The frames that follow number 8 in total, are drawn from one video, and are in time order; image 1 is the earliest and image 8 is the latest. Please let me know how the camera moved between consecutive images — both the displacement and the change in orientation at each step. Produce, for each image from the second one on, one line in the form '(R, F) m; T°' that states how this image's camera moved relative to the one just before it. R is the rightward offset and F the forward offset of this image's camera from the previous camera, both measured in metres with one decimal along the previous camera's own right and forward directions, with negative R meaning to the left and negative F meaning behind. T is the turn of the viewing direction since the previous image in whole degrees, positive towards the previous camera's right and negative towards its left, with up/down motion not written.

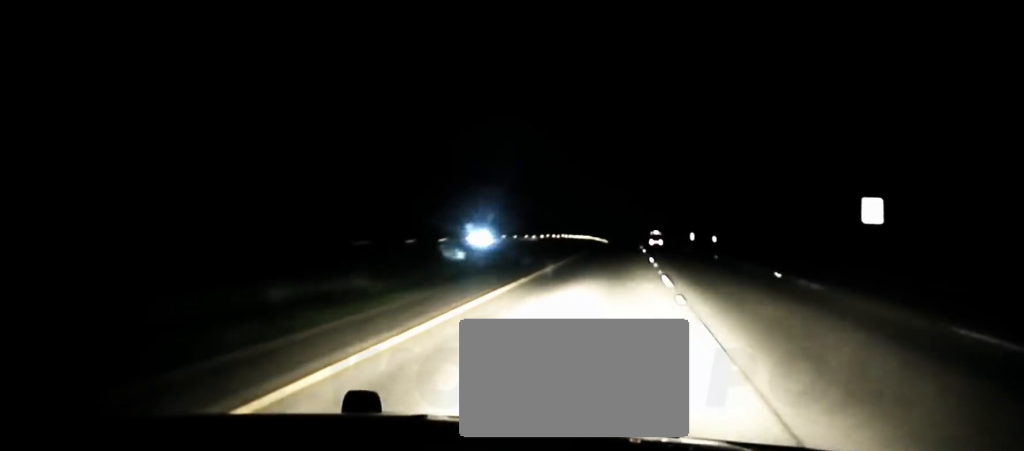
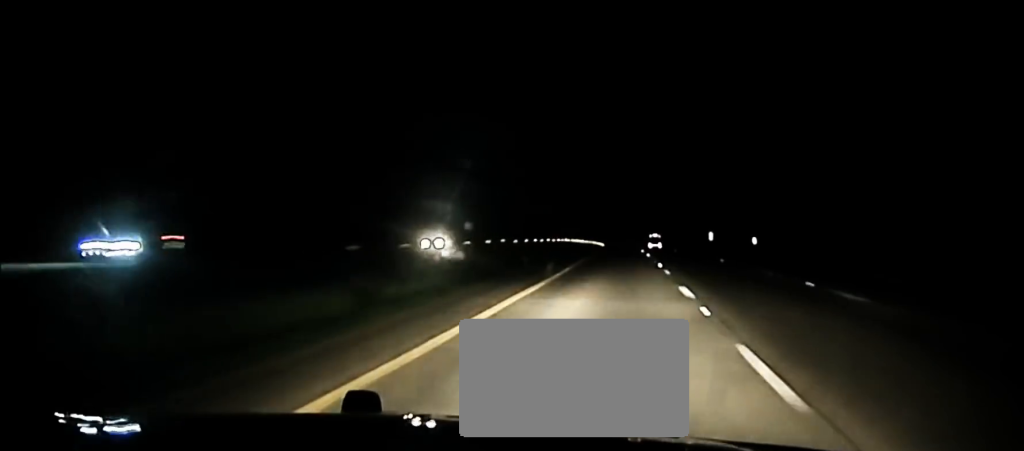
(+0.3, +47.2) m; +1°
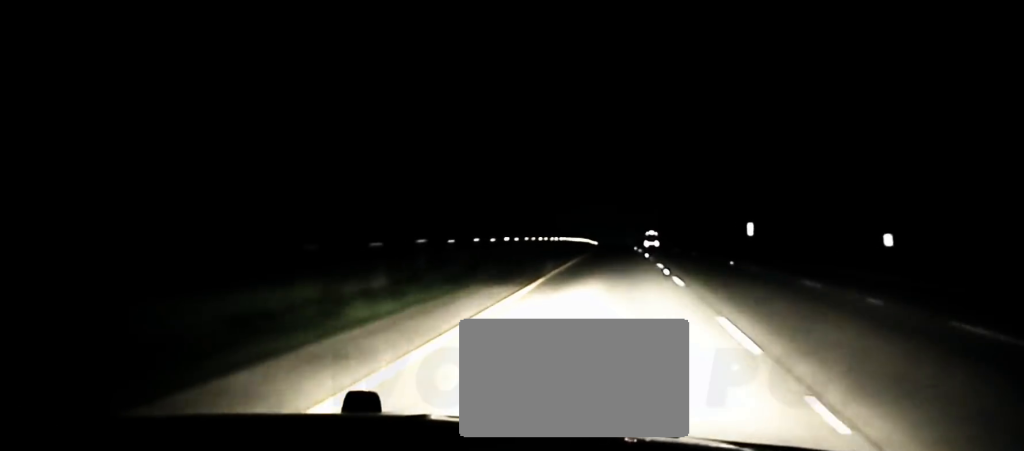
(+0.1, +50.7) m; 0°
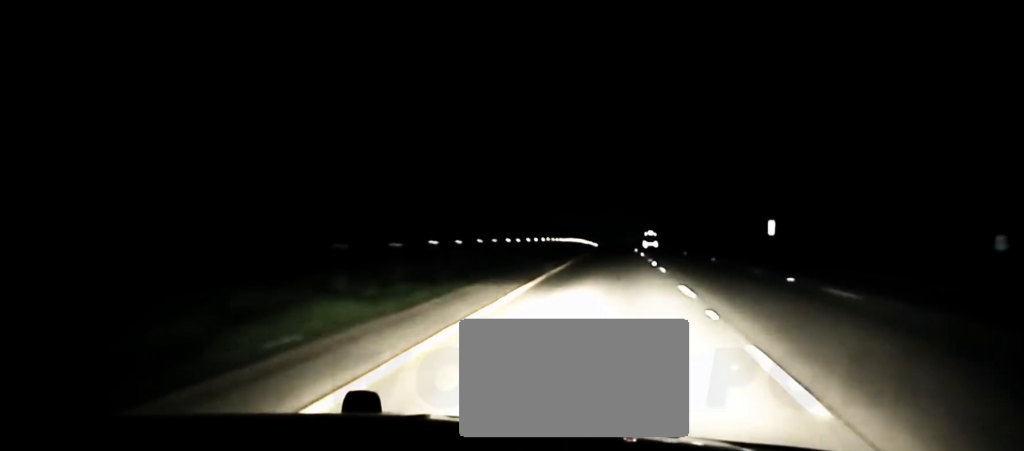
(0.0, +15.5) m; 0°
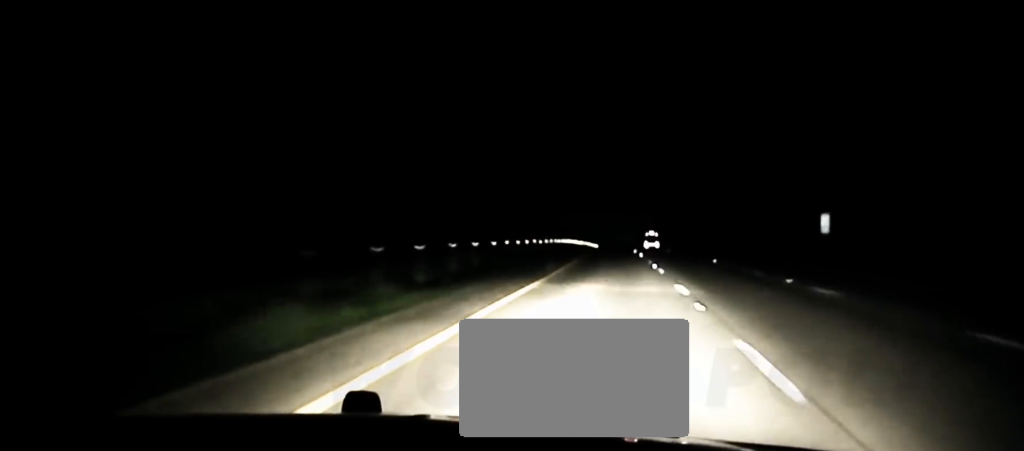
(-0.1, +24.1) m; 0°
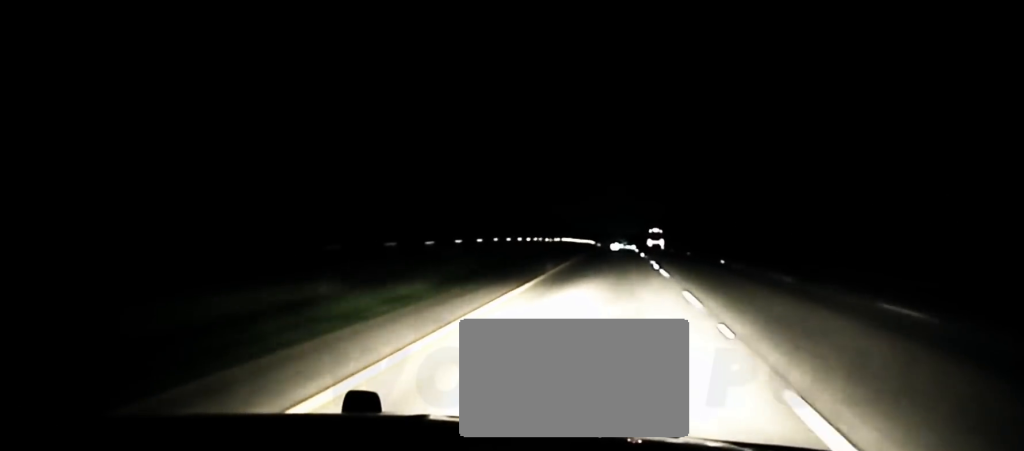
(+0.2, +56.9) m; 0°
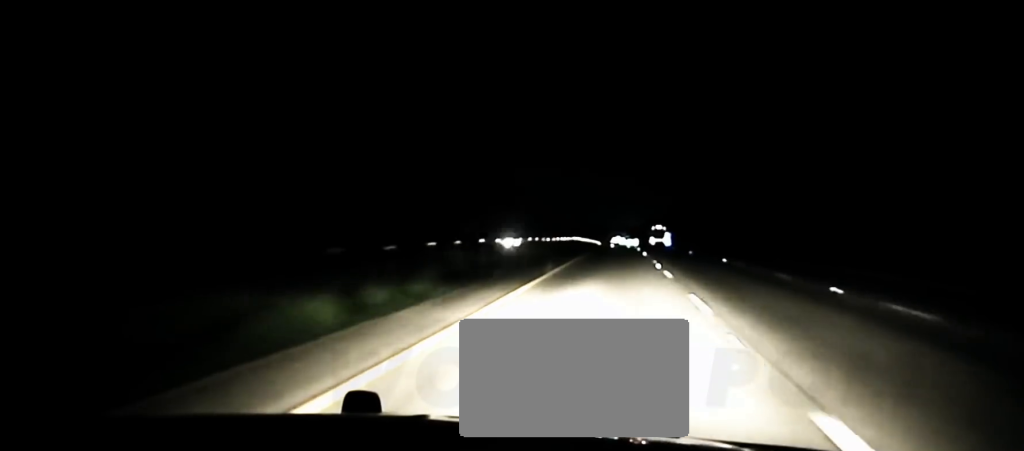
(0.0, +56.5) m; 0°
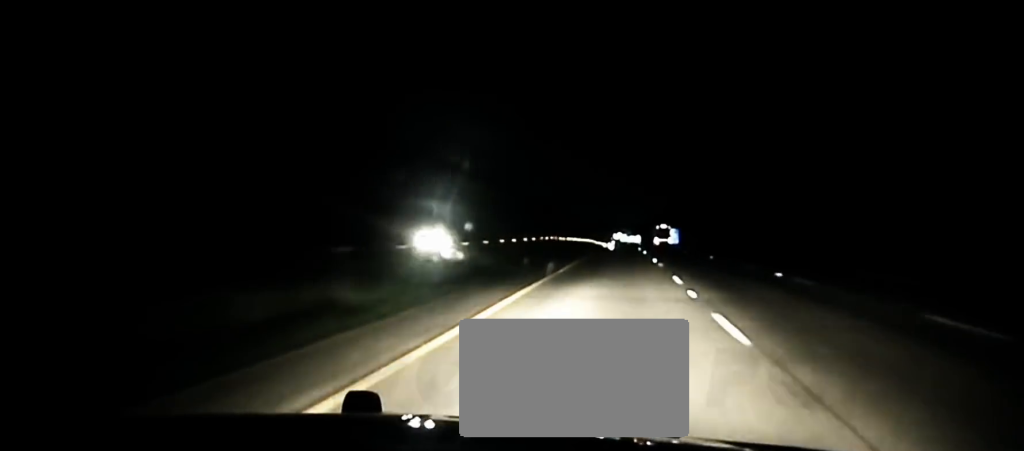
(-0.2, +41.0) m; 0°
